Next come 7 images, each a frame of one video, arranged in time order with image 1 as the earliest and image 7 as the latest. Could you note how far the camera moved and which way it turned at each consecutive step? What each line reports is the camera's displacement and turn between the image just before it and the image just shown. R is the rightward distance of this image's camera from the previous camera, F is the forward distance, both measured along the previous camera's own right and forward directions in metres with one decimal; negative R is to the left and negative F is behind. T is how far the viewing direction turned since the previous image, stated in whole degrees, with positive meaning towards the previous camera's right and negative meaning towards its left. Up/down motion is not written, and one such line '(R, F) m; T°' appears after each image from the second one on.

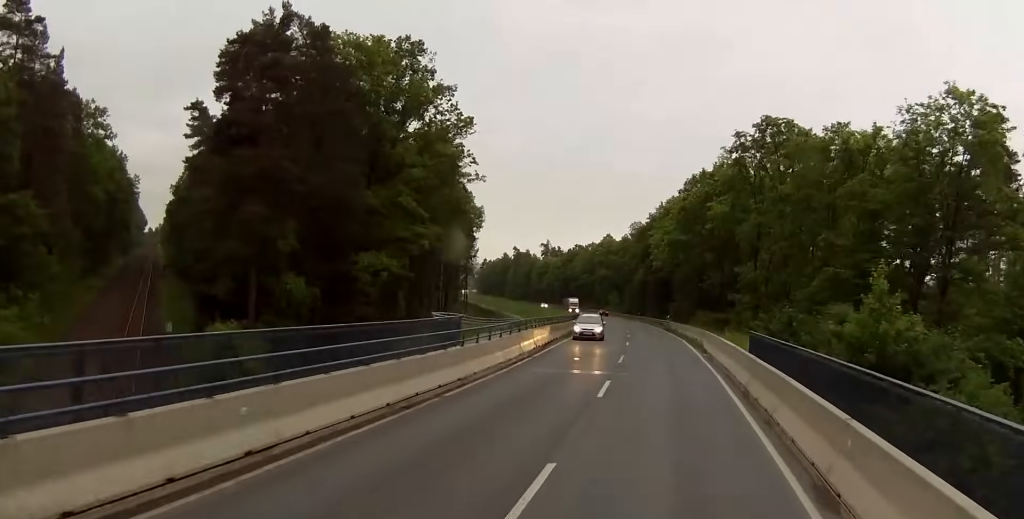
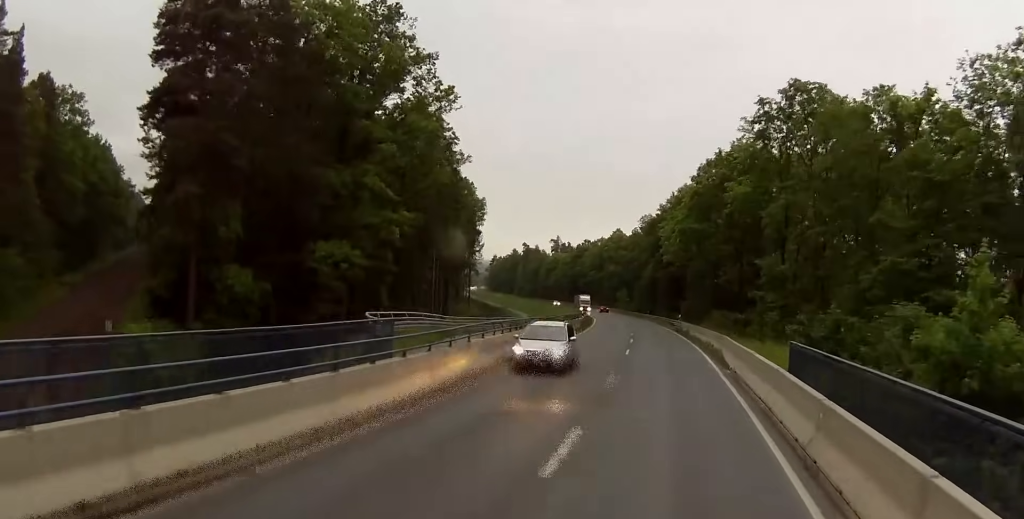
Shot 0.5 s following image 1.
(-0.2, +11.6) m; -1°
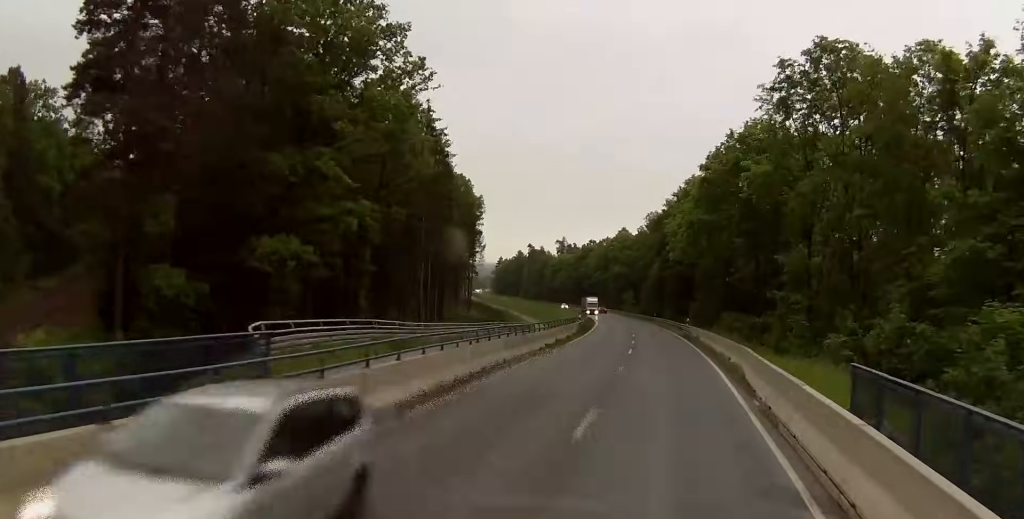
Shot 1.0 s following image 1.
(0.0, +10.1) m; -1°
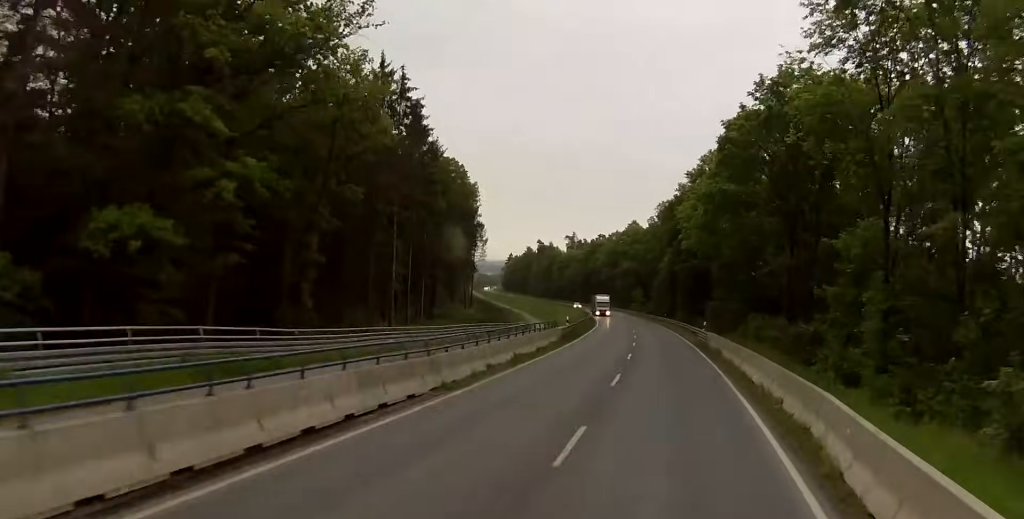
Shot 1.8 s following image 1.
(-0.1, +16.0) m; -1°
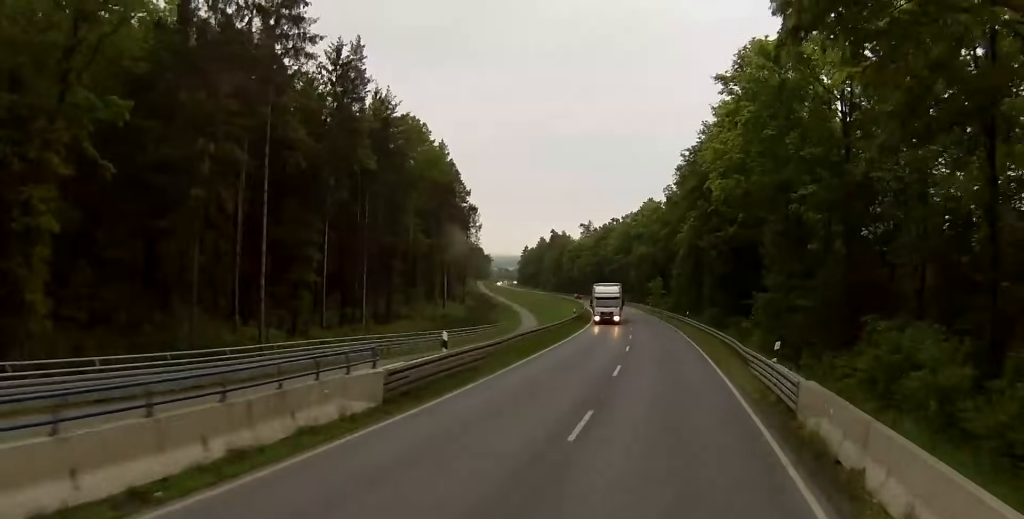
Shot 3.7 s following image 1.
(-0.2, +29.5) m; -1°
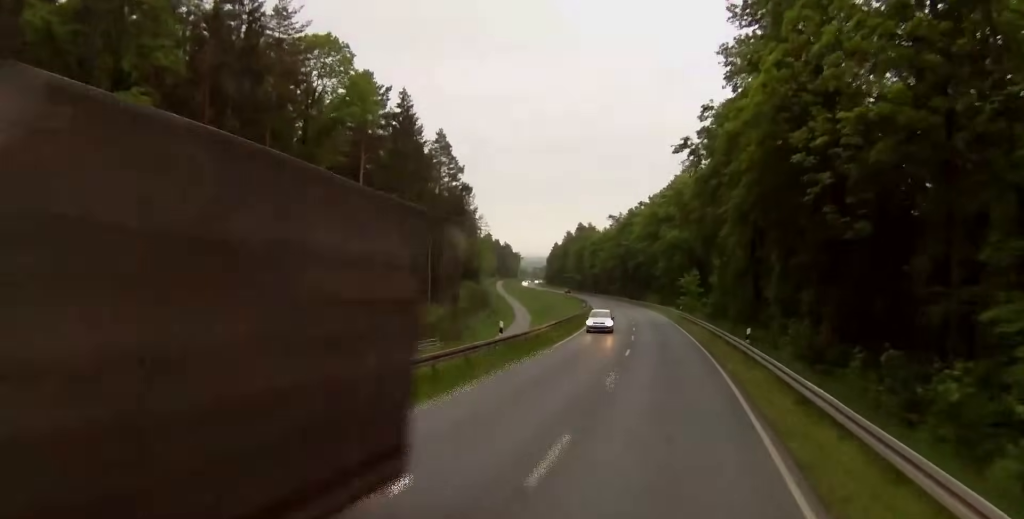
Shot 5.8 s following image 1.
(-0.3, +34.6) m; -2°
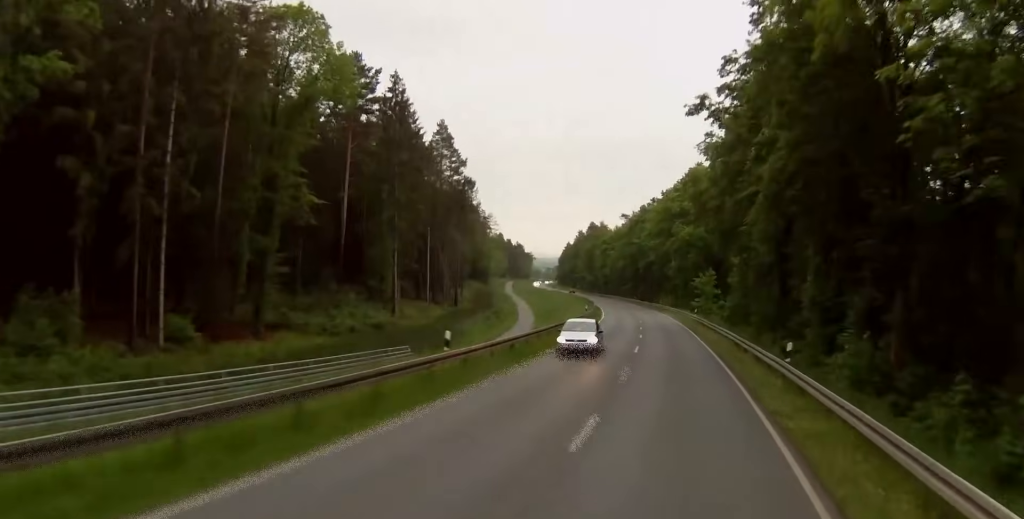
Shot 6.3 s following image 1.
(-0.1, +9.9) m; -1°
